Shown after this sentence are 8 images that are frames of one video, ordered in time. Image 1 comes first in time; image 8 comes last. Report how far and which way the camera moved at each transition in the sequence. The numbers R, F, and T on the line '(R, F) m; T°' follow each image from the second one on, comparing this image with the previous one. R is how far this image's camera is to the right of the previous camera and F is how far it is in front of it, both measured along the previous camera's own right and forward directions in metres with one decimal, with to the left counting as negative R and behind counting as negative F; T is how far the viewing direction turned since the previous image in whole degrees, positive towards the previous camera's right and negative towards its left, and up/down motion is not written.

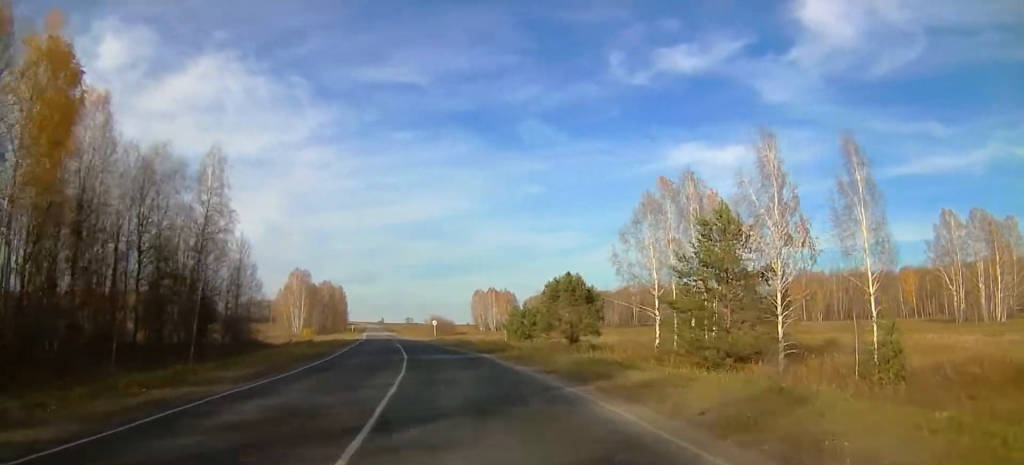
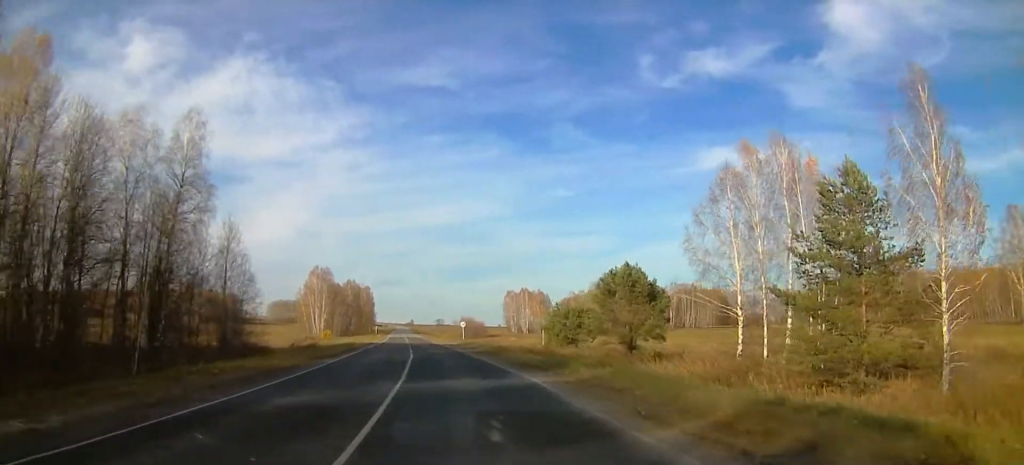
(-0.2, +12.4) m; -2°
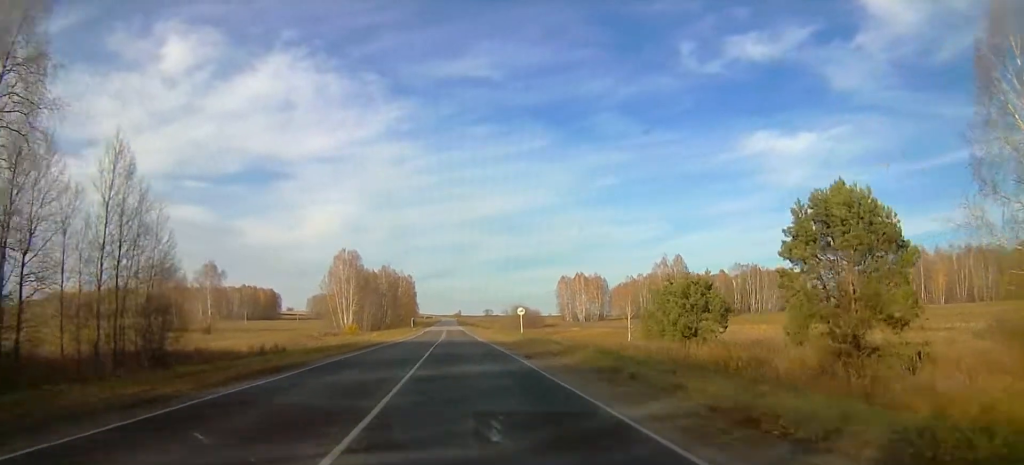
(-1.4, +24.7) m; -4°
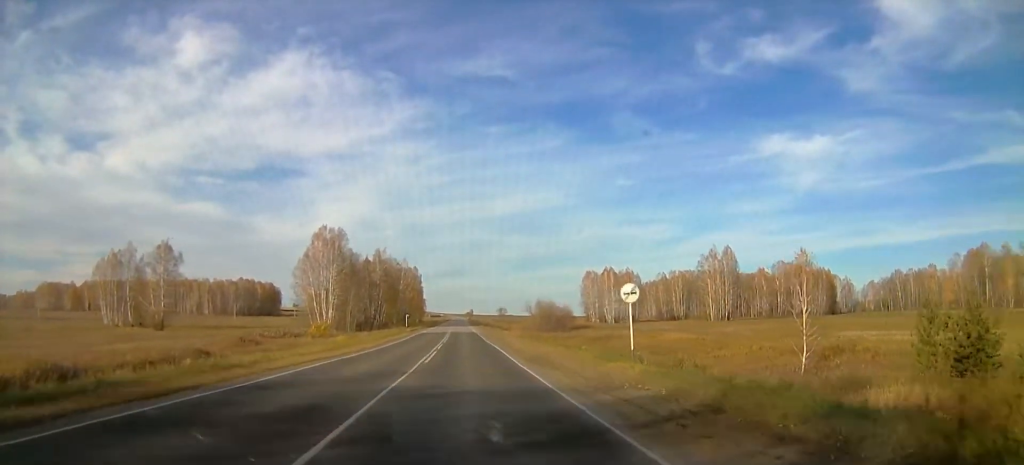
(-1.2, +35.1) m; -3°
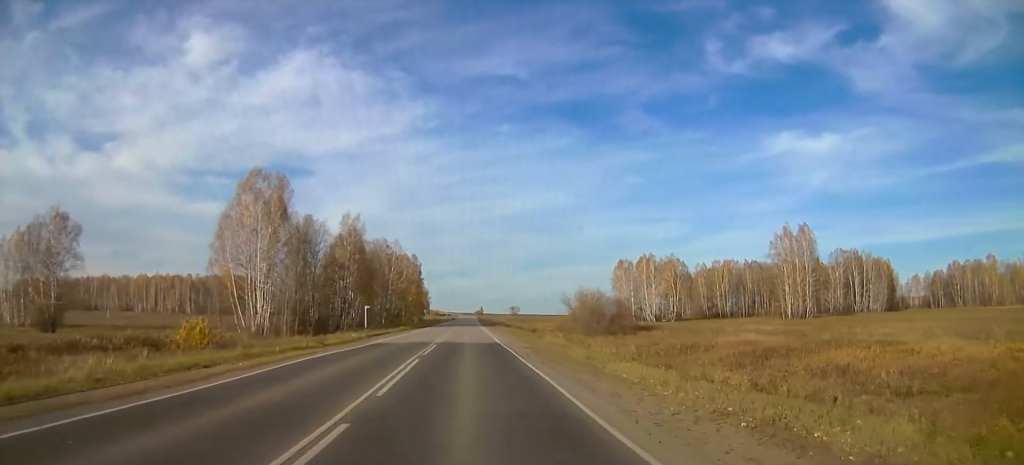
(-0.4, +51.7) m; 0°
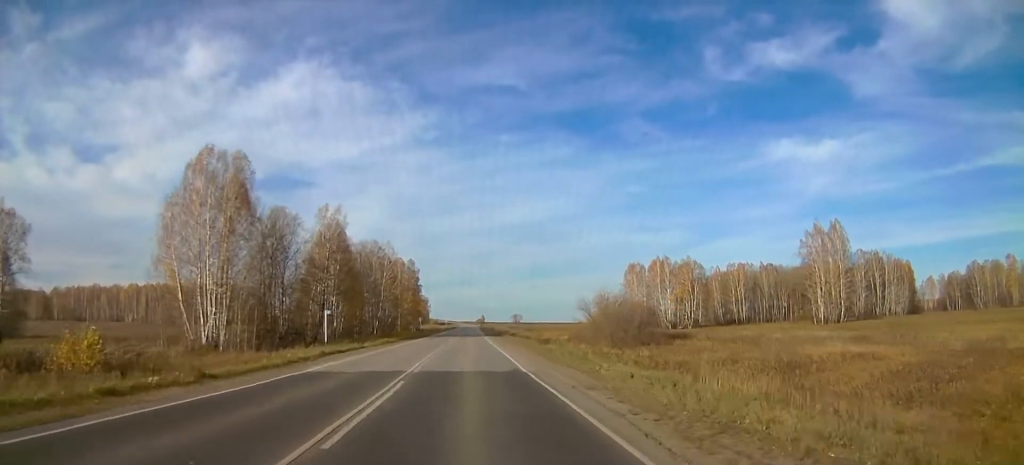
(0.0, +15.9) m; 0°
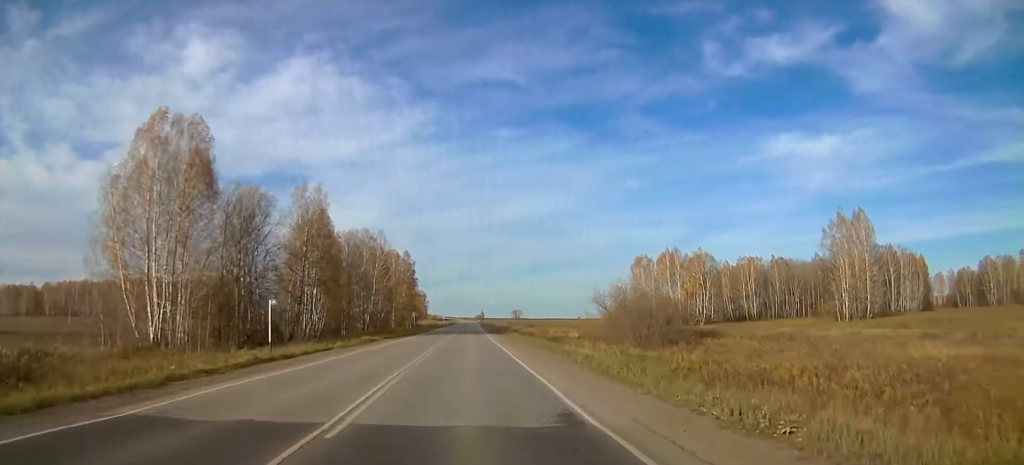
(0.0, +10.6) m; 0°
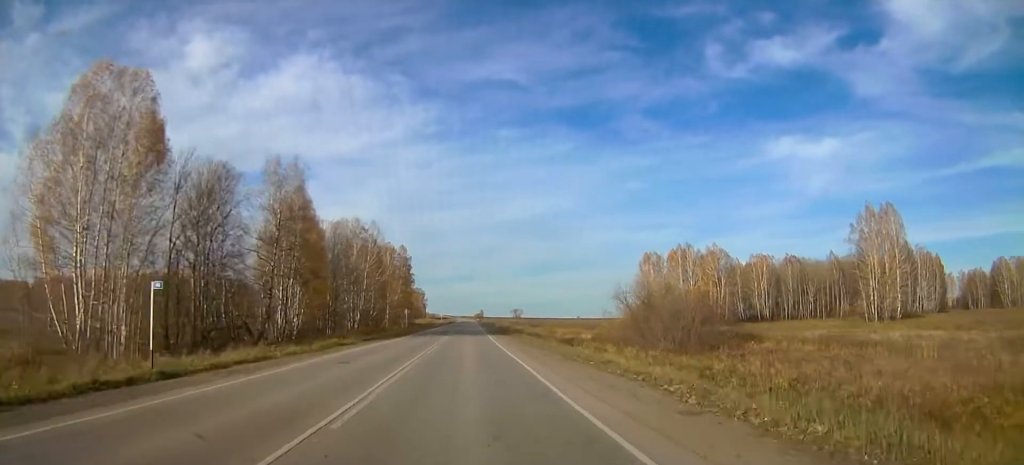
(0.0, +10.4) m; 0°
